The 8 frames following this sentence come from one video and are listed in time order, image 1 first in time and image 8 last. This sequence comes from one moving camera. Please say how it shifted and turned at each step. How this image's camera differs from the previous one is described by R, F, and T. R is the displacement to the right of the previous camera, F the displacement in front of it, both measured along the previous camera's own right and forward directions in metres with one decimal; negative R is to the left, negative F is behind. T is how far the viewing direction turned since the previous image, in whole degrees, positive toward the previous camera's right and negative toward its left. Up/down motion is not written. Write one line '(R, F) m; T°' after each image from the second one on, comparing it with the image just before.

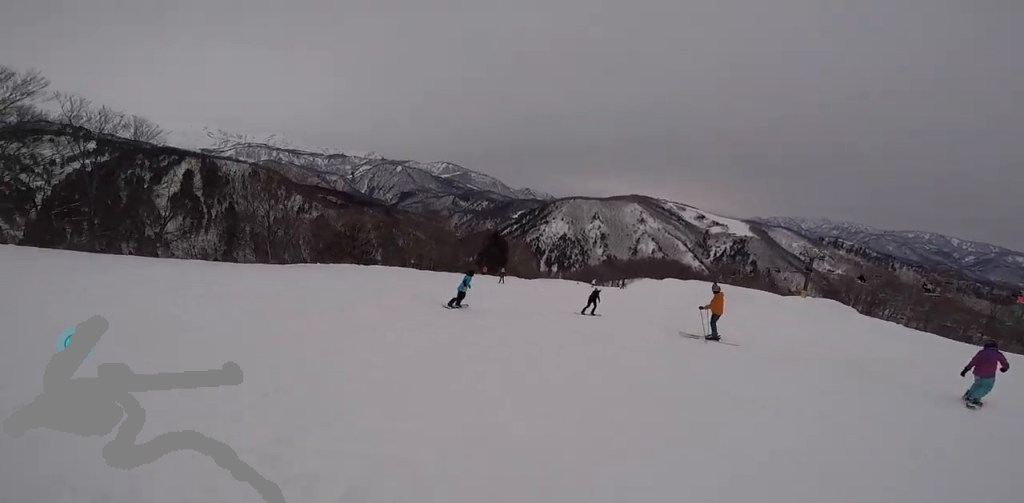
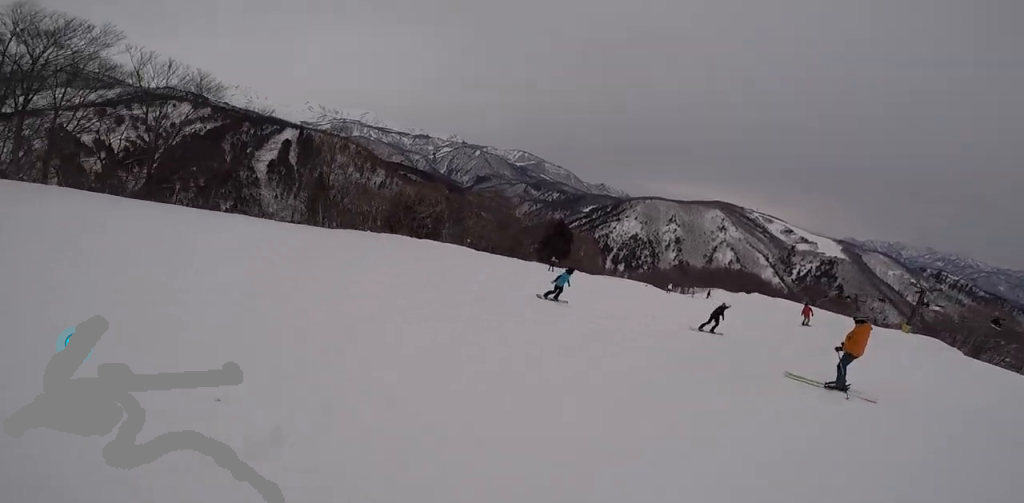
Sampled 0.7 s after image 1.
(-0.4, +3.1) m; -9°
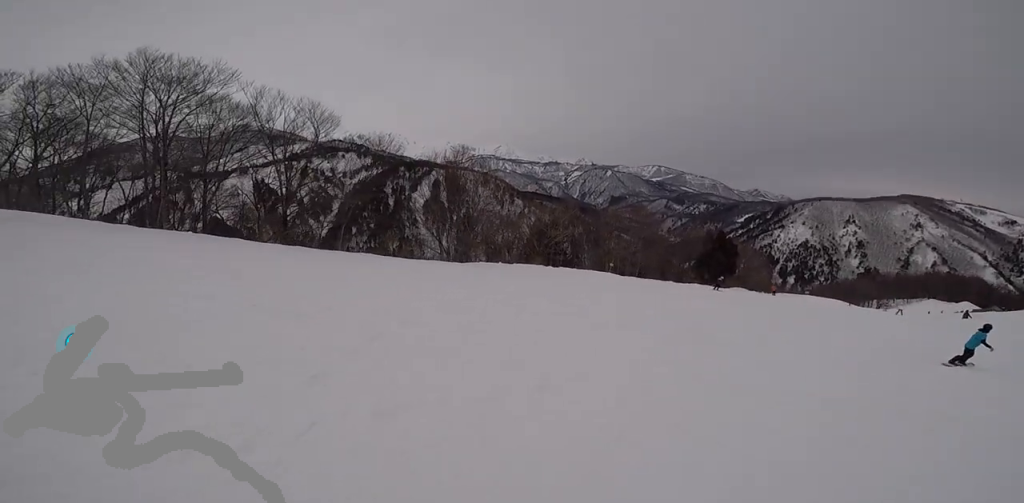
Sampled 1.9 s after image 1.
(-0.5, +5.0) m; -7°
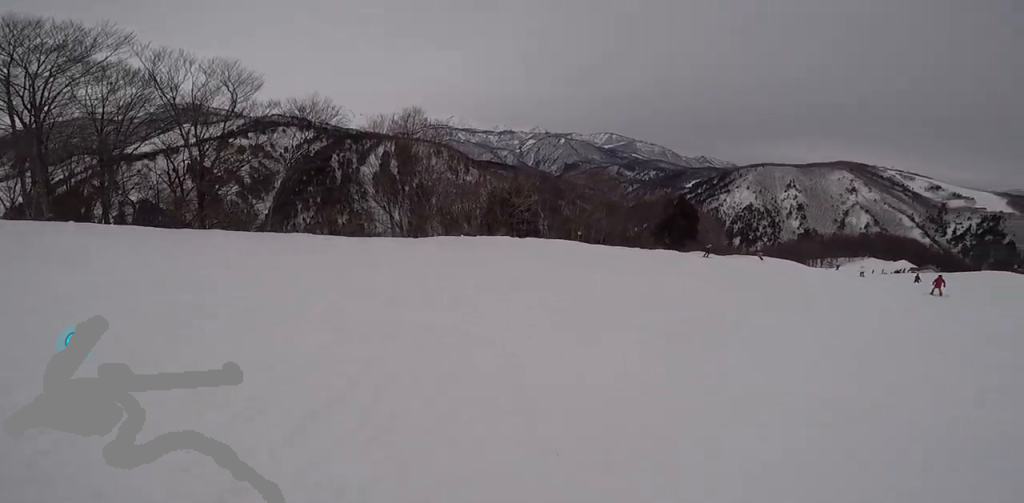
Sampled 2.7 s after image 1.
(0.0, +3.4) m; +8°
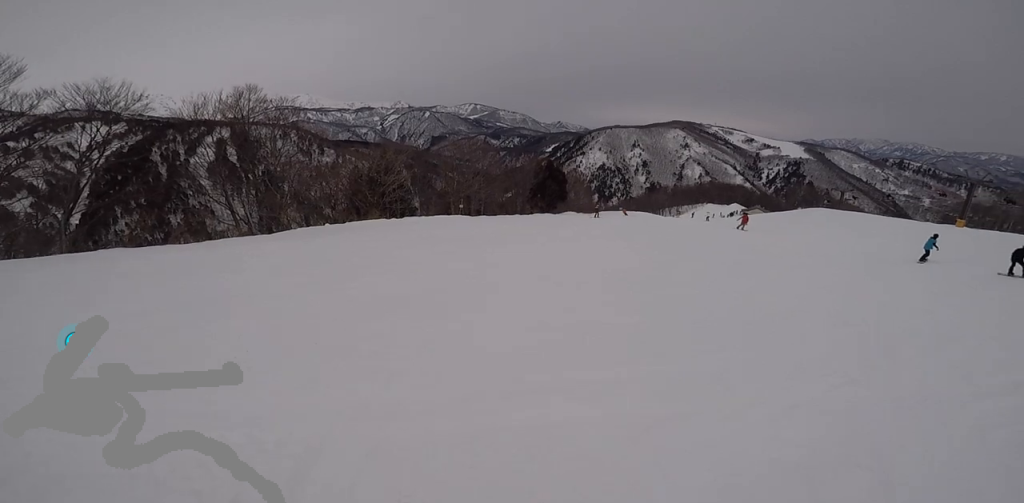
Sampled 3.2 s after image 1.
(-0.2, +2.1) m; +9°
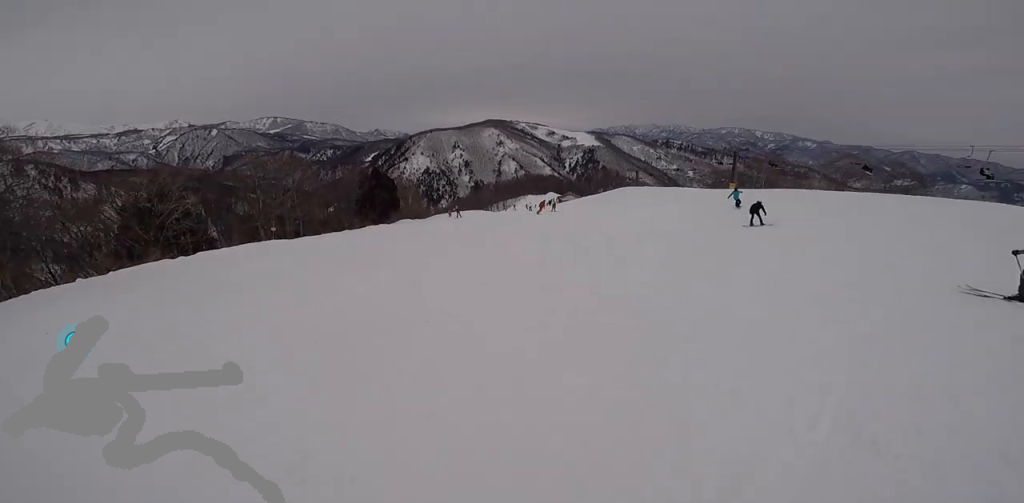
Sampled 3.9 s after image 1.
(+0.8, +2.9) m; +29°
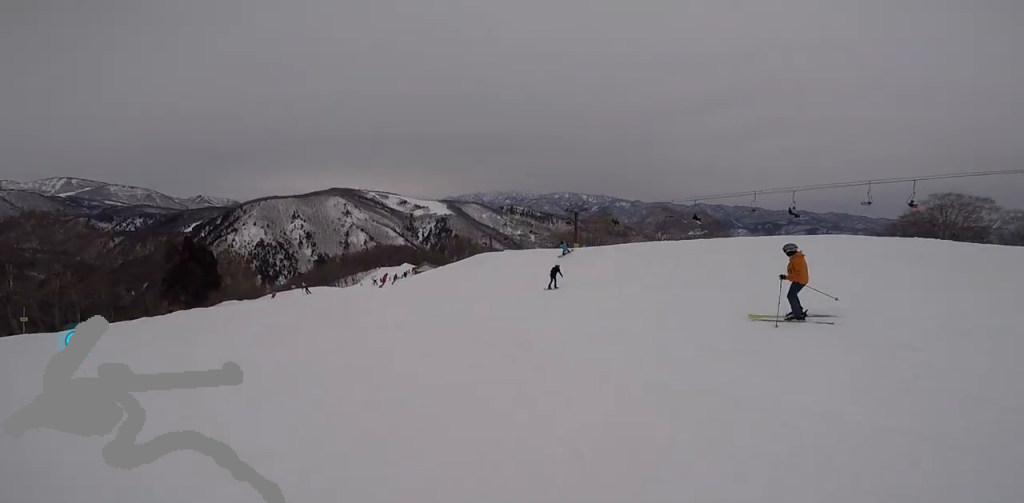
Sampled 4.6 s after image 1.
(+0.8, +2.4) m; +14°
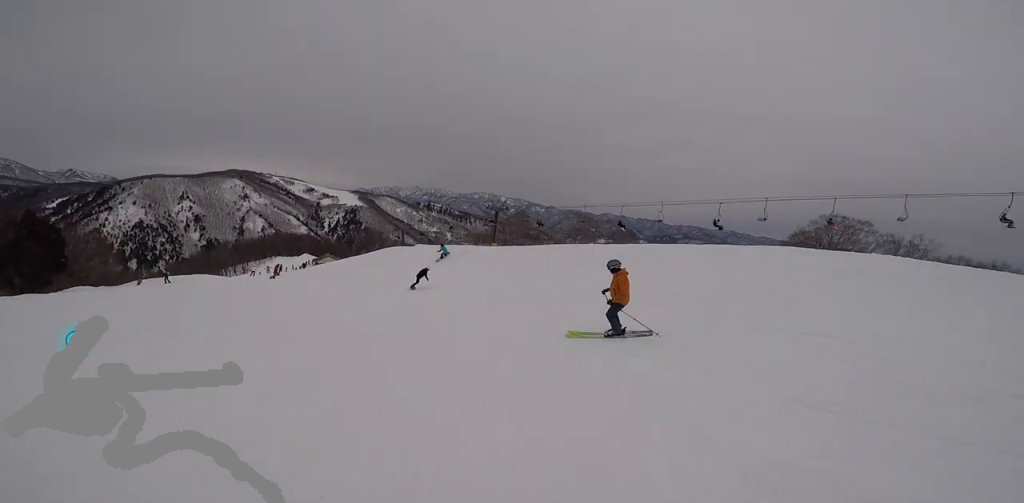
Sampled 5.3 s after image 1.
(+0.5, +2.4) m; +4°
